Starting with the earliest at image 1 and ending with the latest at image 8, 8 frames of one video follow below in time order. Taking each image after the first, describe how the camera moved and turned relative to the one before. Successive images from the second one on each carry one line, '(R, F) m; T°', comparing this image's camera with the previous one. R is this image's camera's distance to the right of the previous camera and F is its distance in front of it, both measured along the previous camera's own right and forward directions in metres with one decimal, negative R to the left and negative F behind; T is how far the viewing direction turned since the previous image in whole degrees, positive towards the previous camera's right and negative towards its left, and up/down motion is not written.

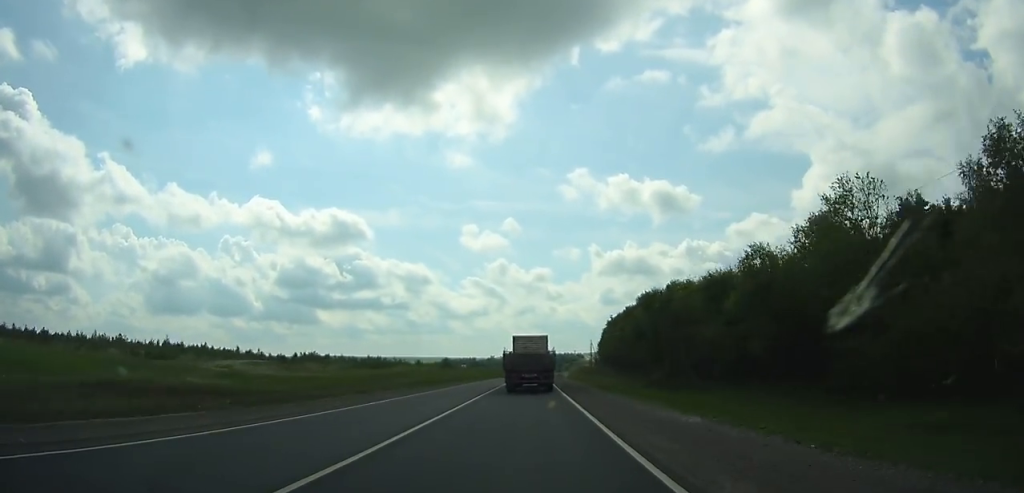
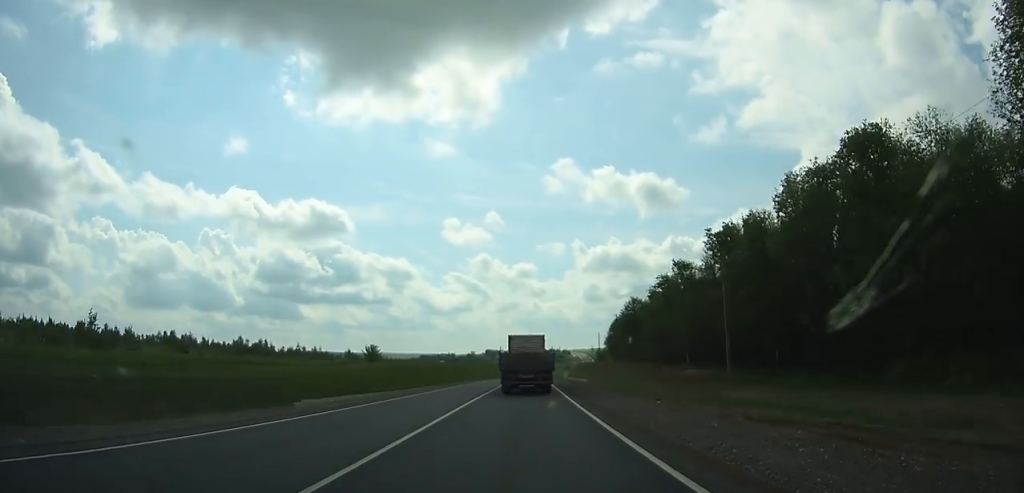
(+0.8, +83.3) m; +1°
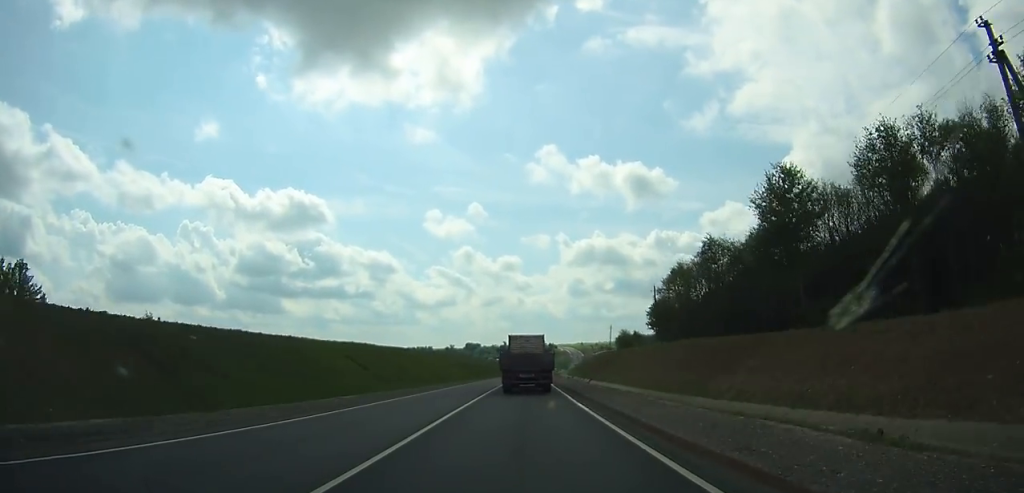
(+1.3, +95.0) m; +2°
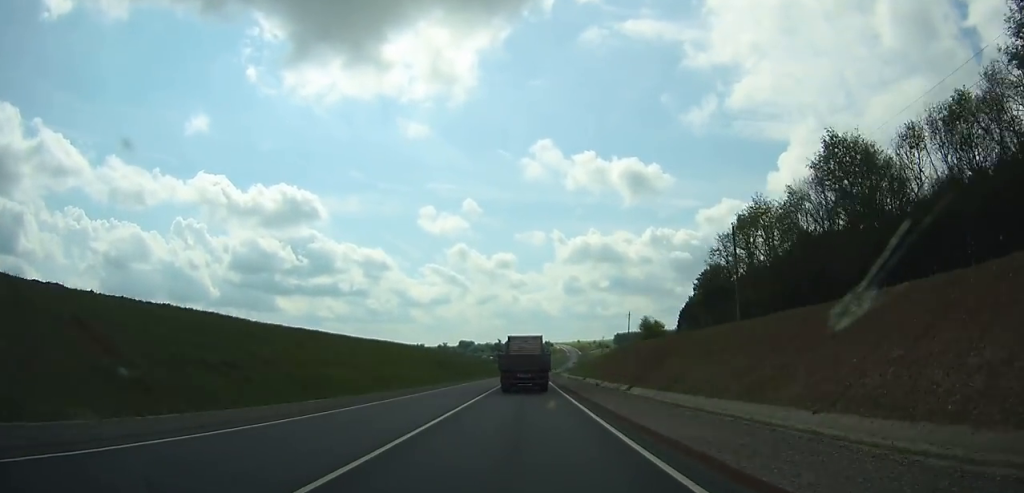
(+0.3, +37.3) m; +1°
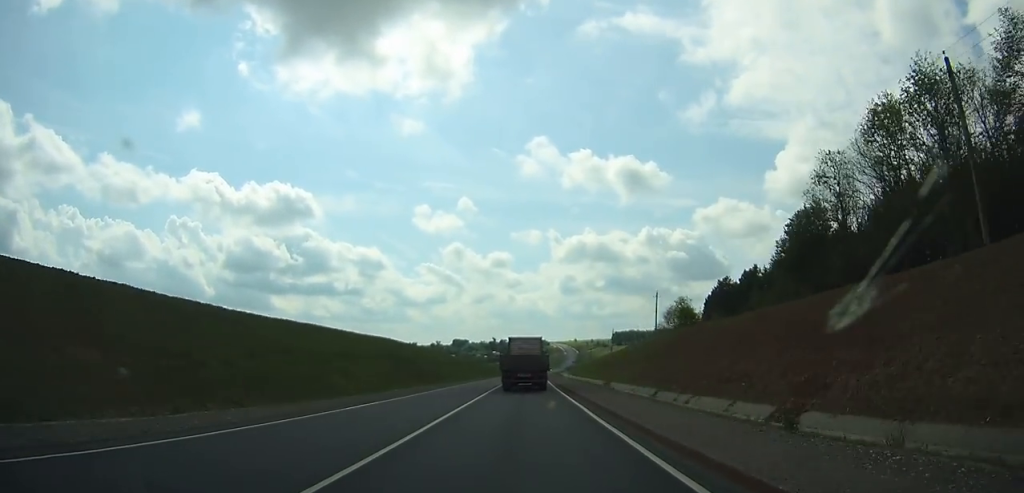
(+0.1, +30.6) m; 0°
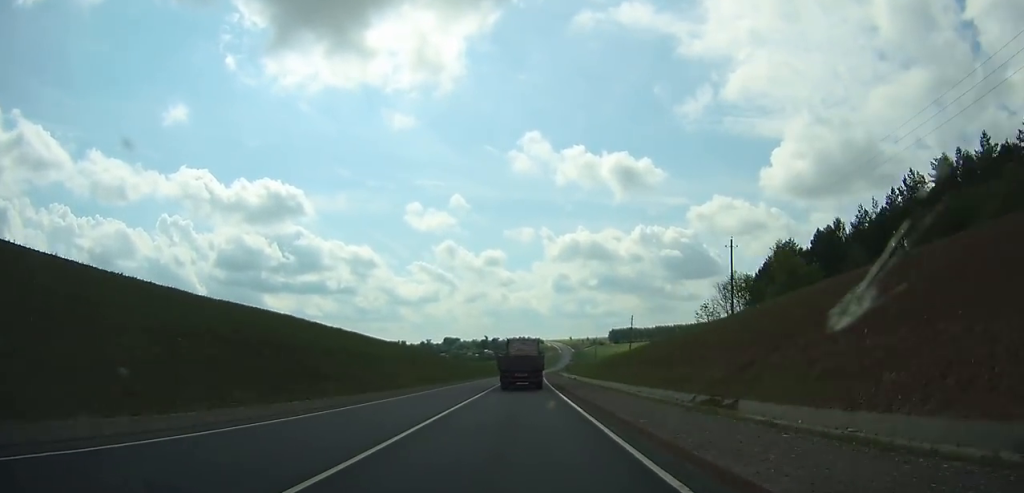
(+0.2, +40.2) m; 0°
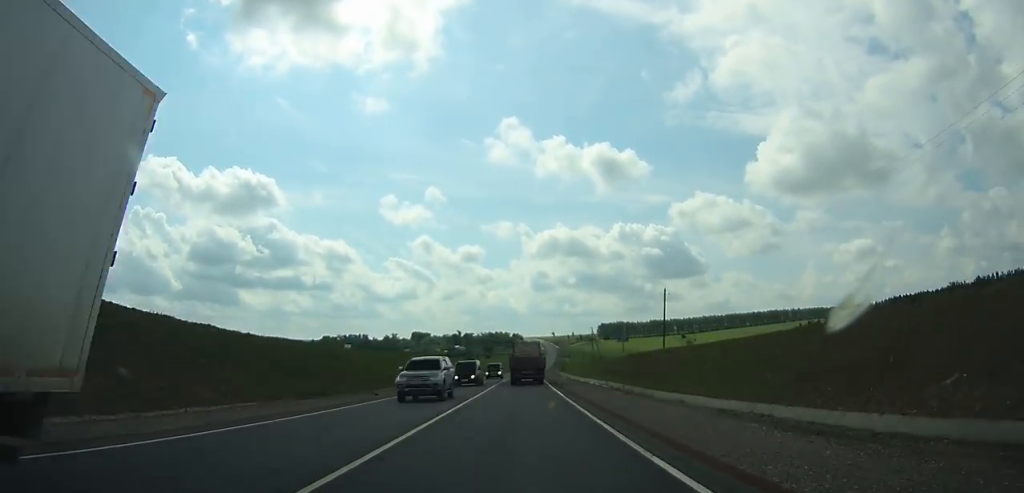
(+1.5, +117.2) m; +2°
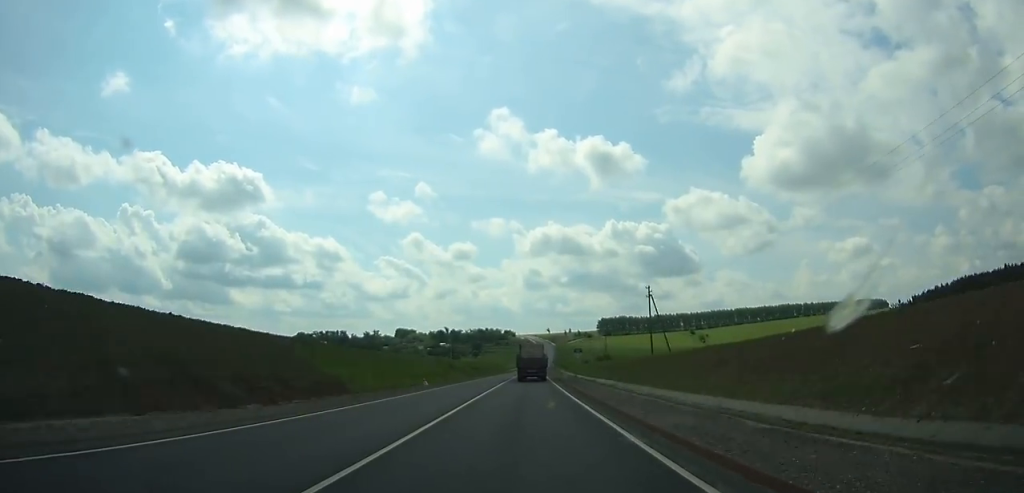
(+0.8, +74.6) m; +1°
